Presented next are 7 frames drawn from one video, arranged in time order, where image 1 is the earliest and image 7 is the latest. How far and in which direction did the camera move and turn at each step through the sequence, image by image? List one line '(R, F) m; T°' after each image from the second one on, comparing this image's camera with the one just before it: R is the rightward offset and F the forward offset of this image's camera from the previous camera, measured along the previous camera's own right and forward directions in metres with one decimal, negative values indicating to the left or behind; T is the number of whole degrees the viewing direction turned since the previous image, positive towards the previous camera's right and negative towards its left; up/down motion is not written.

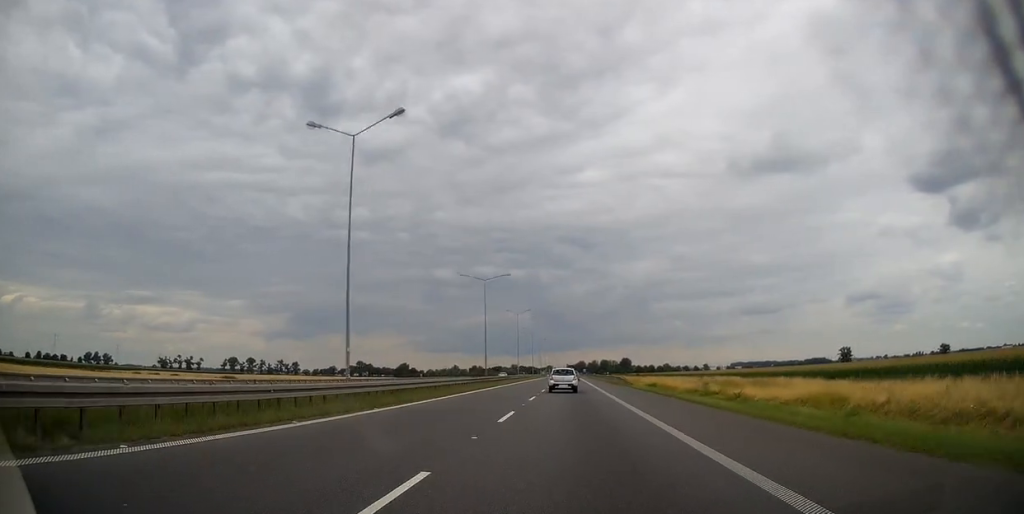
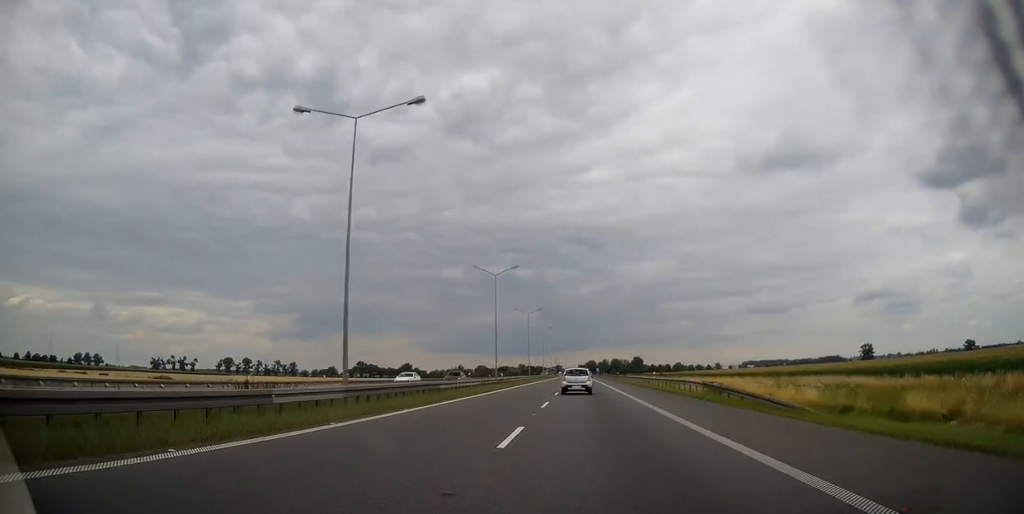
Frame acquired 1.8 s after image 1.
(-0.2, +41.3) m; -1°
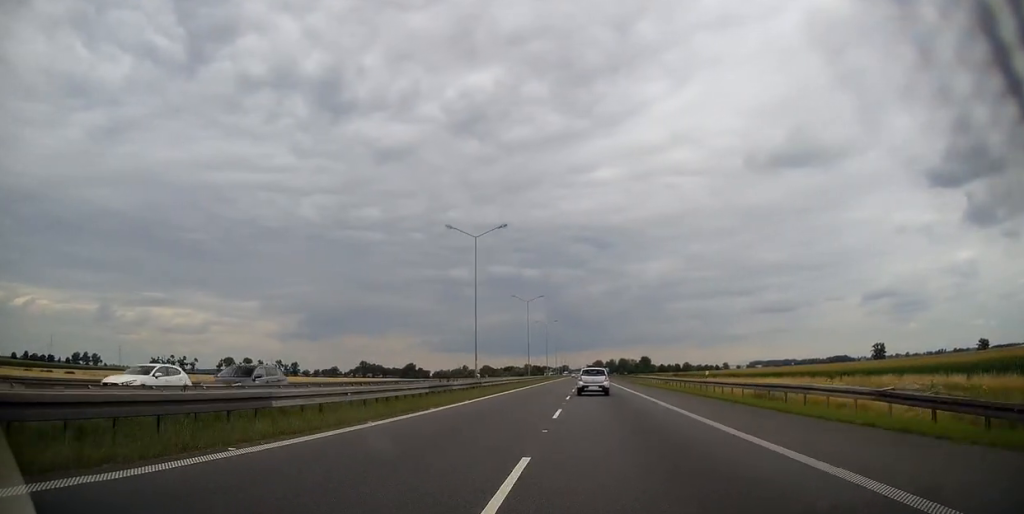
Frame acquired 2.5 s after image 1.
(-0.1, +17.1) m; 0°
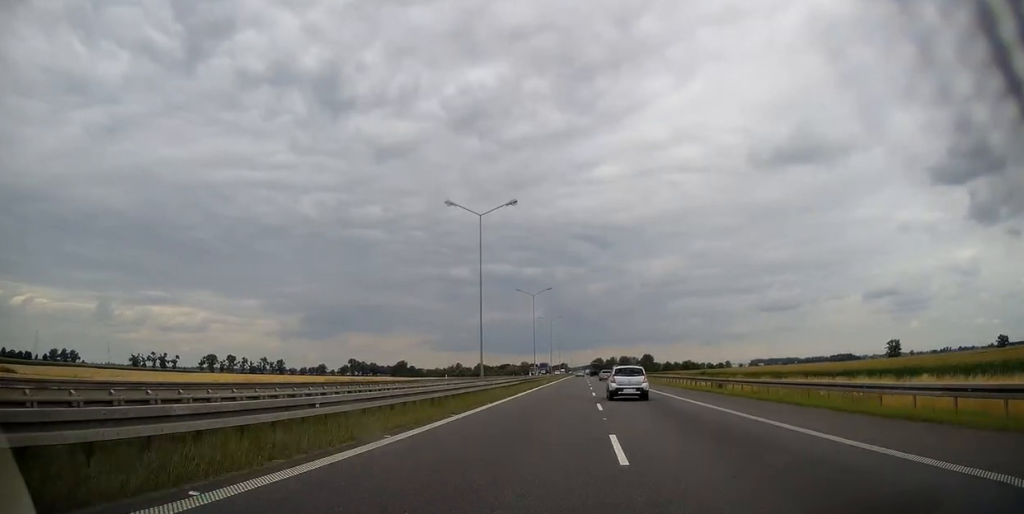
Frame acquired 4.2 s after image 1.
(+0.1, +44.9) m; +1°
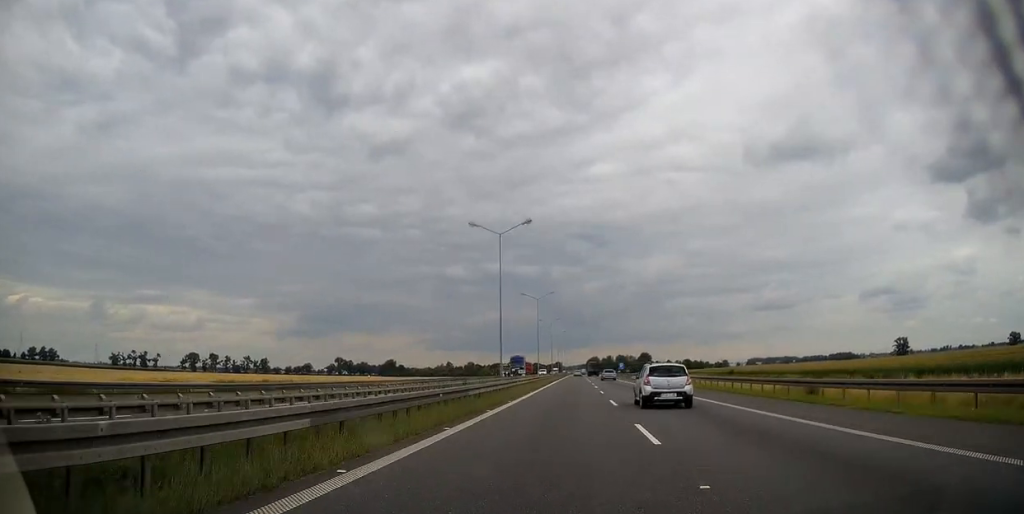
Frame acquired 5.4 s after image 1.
(+0.1, +33.9) m; 0°
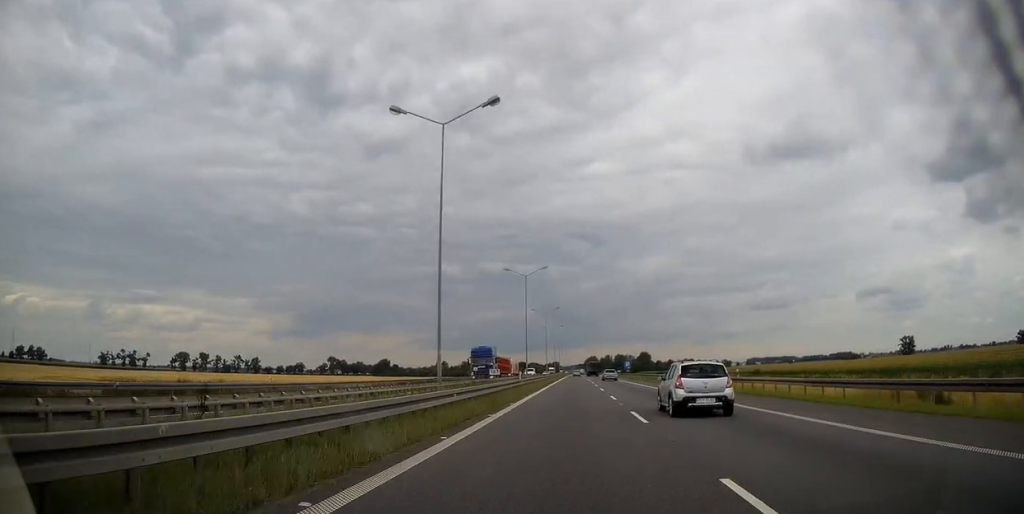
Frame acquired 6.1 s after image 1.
(-0.2, +20.7) m; 0°
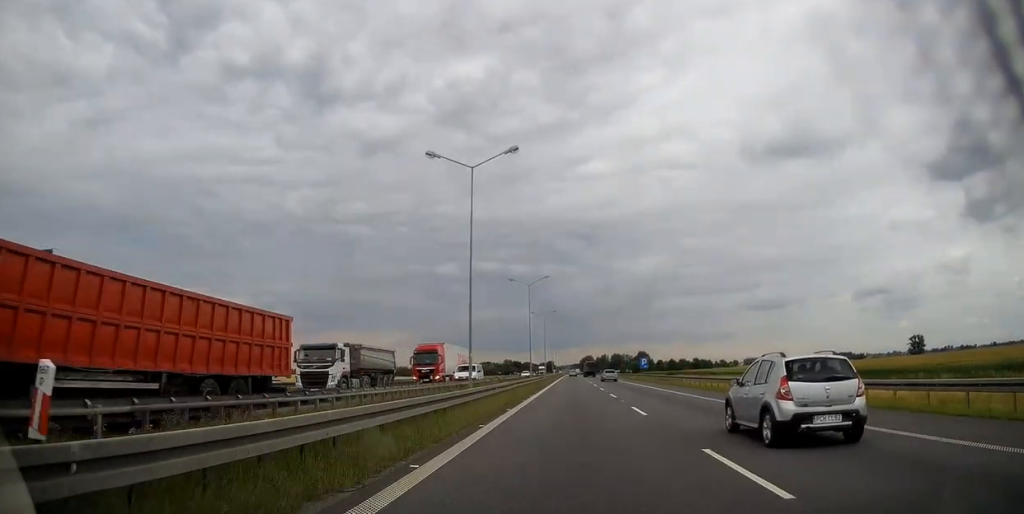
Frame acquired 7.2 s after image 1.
(+0.2, +33.5) m; +1°
